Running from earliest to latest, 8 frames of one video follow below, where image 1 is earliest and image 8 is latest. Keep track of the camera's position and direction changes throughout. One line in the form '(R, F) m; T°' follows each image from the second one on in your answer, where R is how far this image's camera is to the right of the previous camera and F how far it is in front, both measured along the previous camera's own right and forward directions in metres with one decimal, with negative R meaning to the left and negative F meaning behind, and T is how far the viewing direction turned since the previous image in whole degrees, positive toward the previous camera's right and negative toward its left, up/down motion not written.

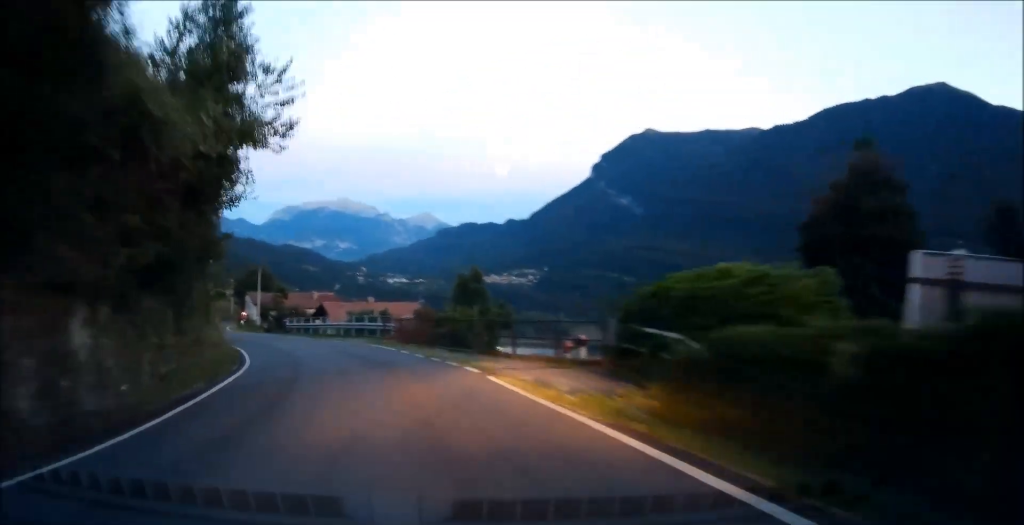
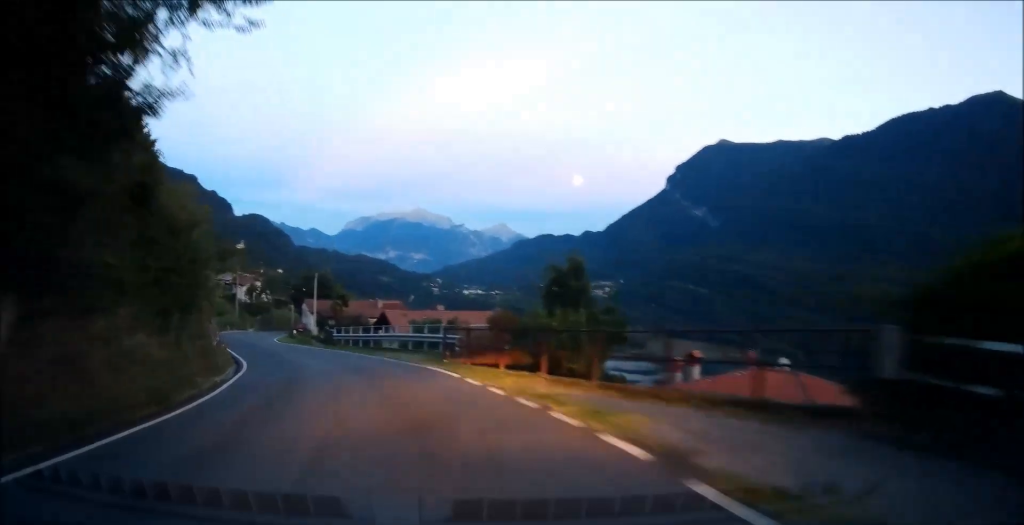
(-0.7, +8.5) m; -9°
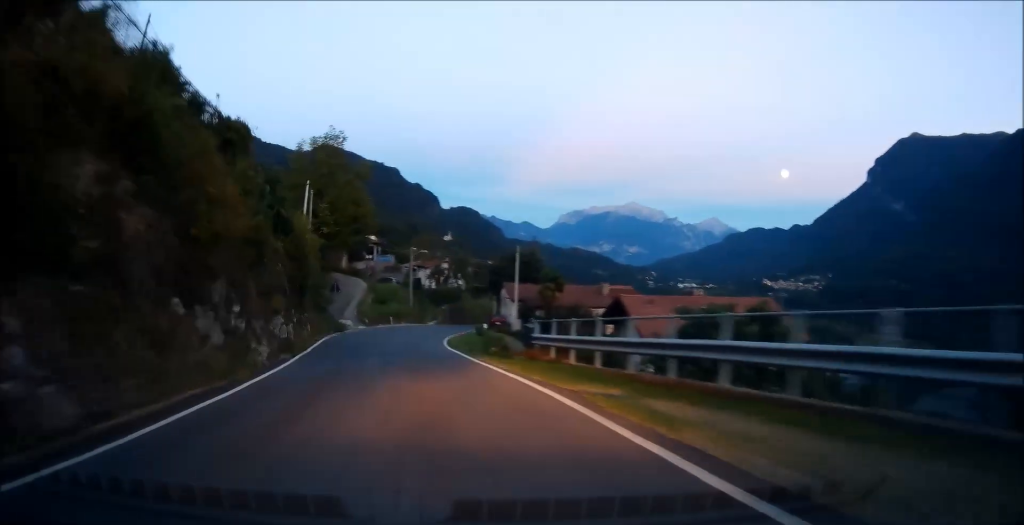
(-3.5, +21.9) m; -14°
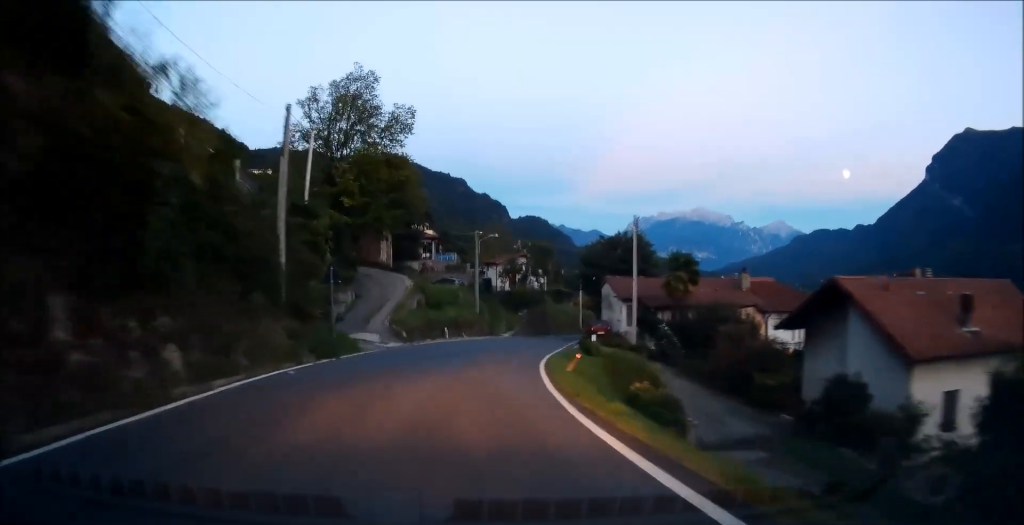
(-1.5, +20.1) m; -6°
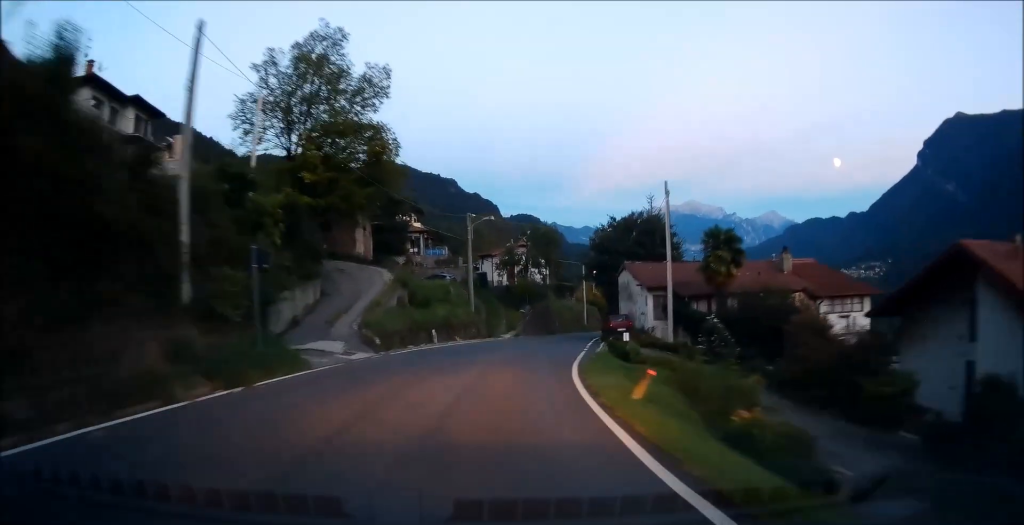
(0.0, +8.2) m; +1°
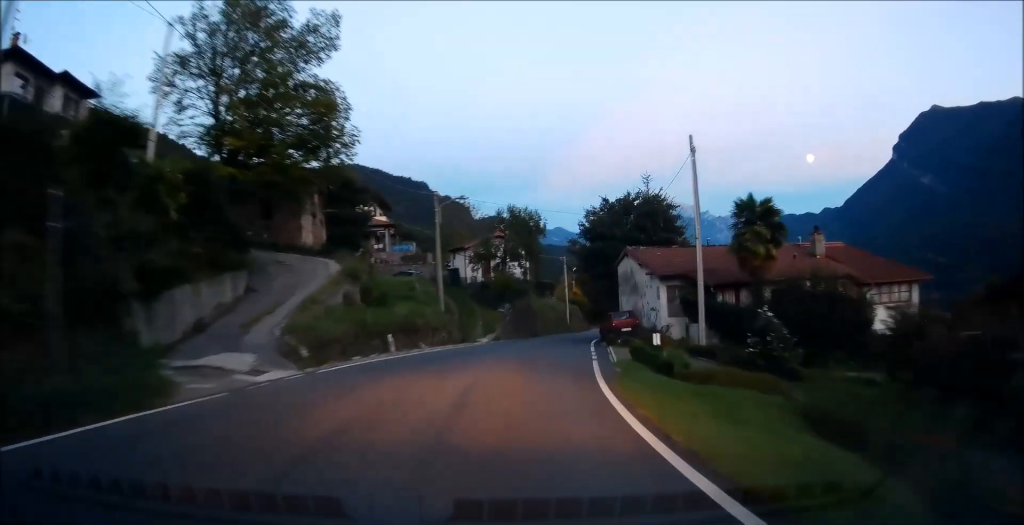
(+0.1, +7.7) m; +3°
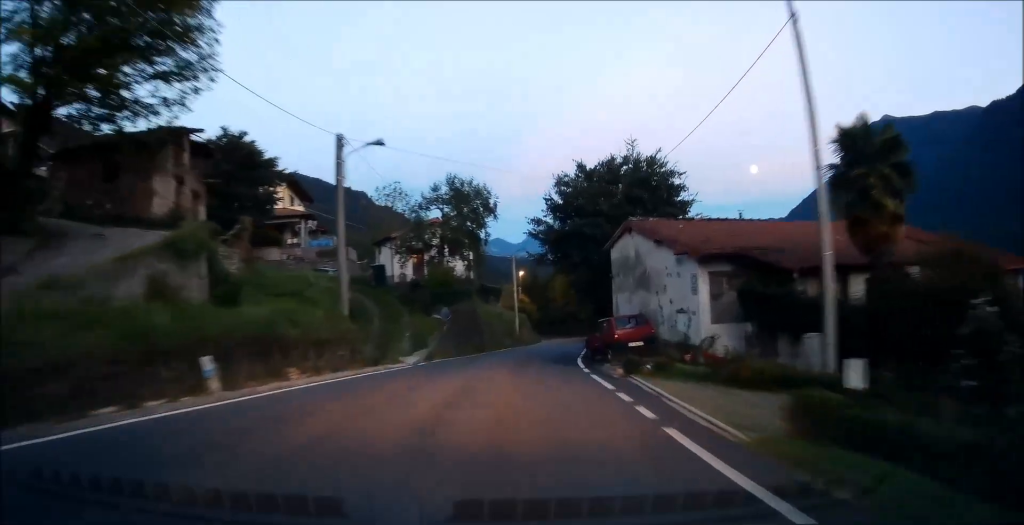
(+0.5, +12.2) m; +4°
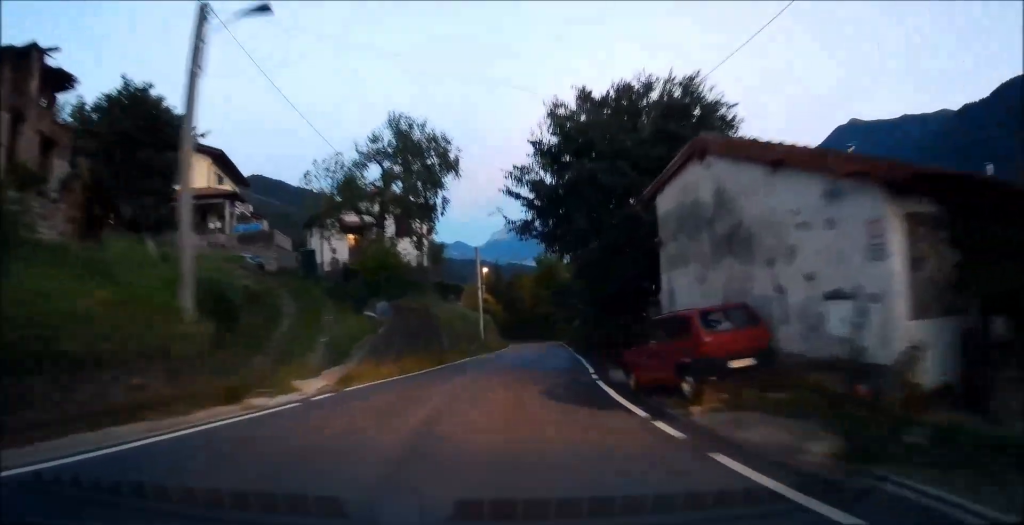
(+0.2, +9.8) m; +1°
